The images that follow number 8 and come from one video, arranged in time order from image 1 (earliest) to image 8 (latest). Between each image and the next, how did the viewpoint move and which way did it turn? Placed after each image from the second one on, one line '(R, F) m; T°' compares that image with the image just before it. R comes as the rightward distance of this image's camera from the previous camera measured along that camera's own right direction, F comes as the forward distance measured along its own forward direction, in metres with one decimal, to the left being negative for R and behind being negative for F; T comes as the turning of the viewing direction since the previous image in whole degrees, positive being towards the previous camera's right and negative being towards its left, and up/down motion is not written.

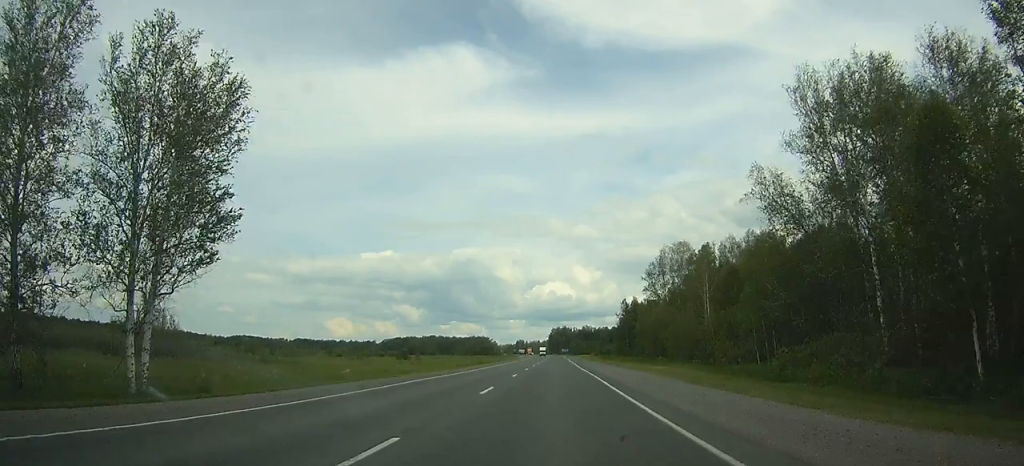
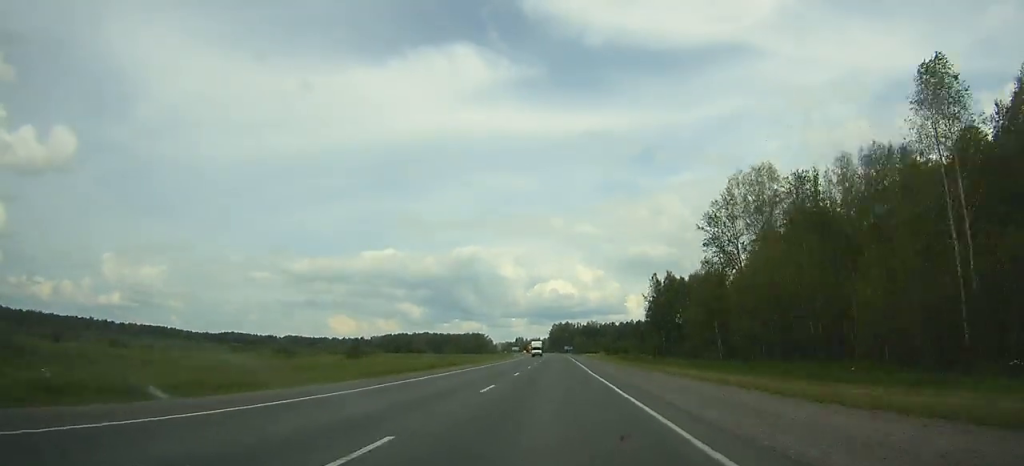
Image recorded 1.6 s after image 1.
(0.0, +46.2) m; 0°
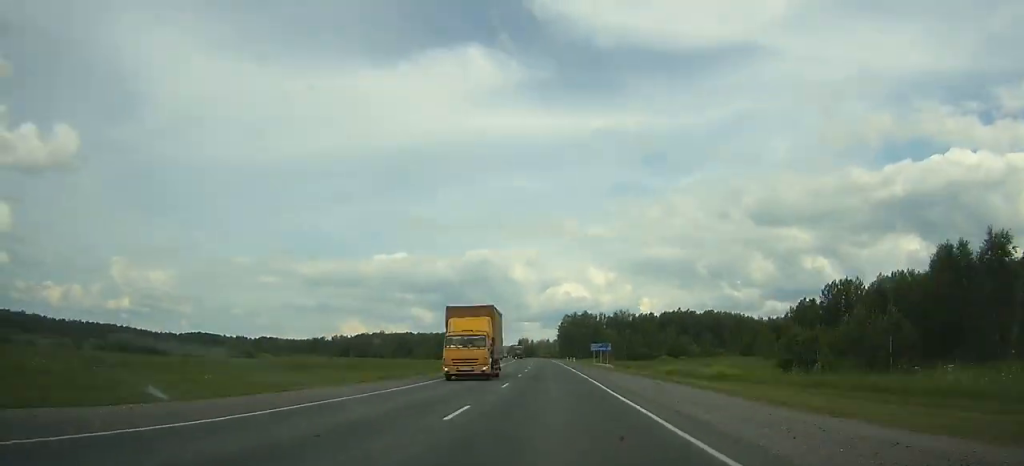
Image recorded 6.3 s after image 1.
(-2.3, +133.8) m; -2°
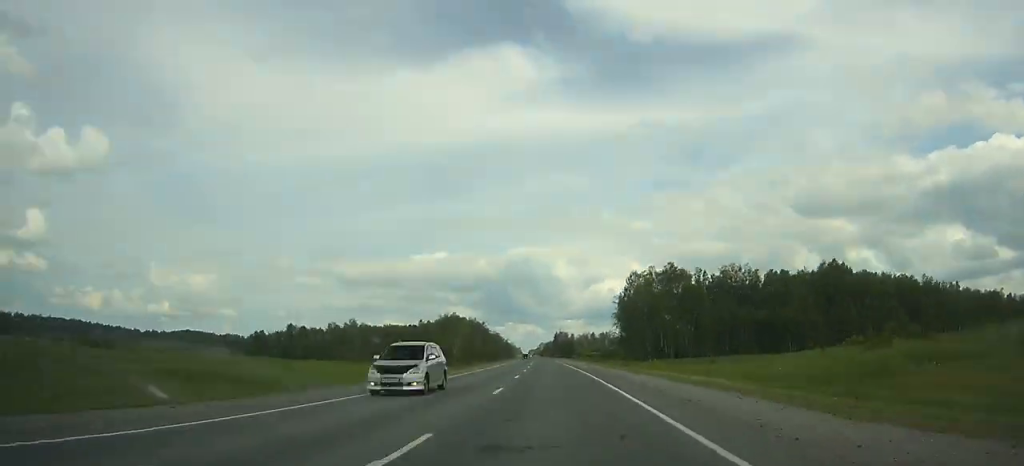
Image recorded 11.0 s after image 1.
(-2.2, +133.5) m; -3°
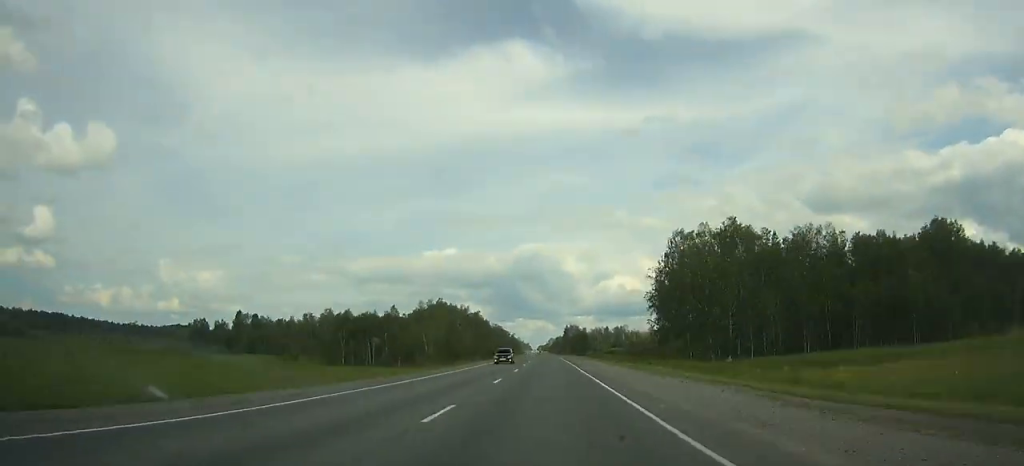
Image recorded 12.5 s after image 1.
(-0.2, +43.1) m; -1°
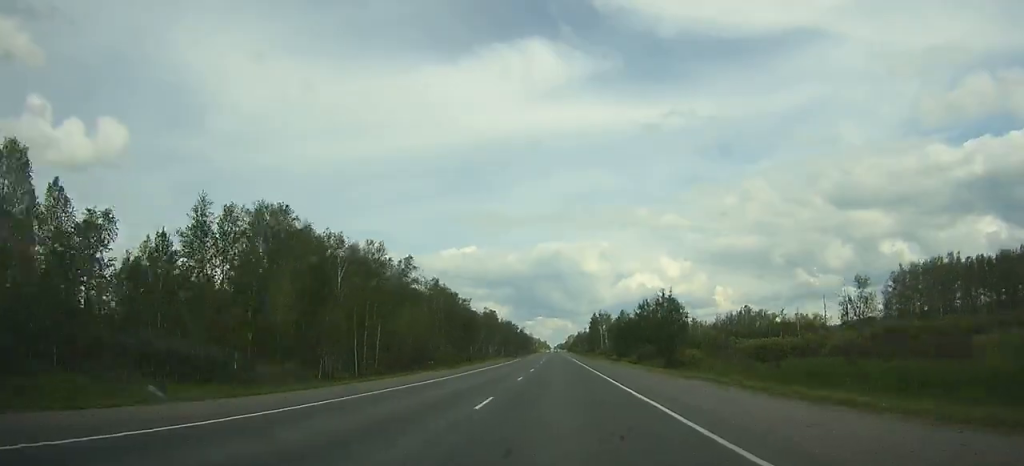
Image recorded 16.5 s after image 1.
(-2.6, +123.1) m; -1°
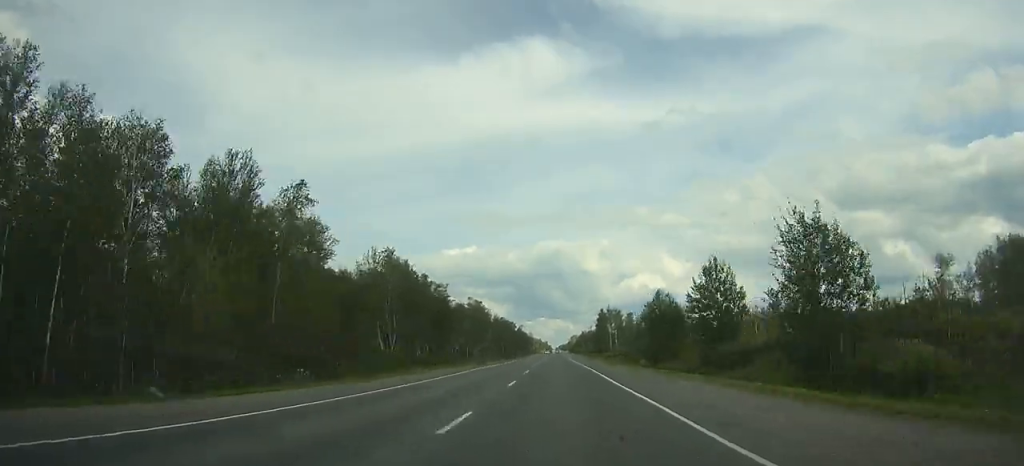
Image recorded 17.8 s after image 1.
(0.0, +40.8) m; 0°
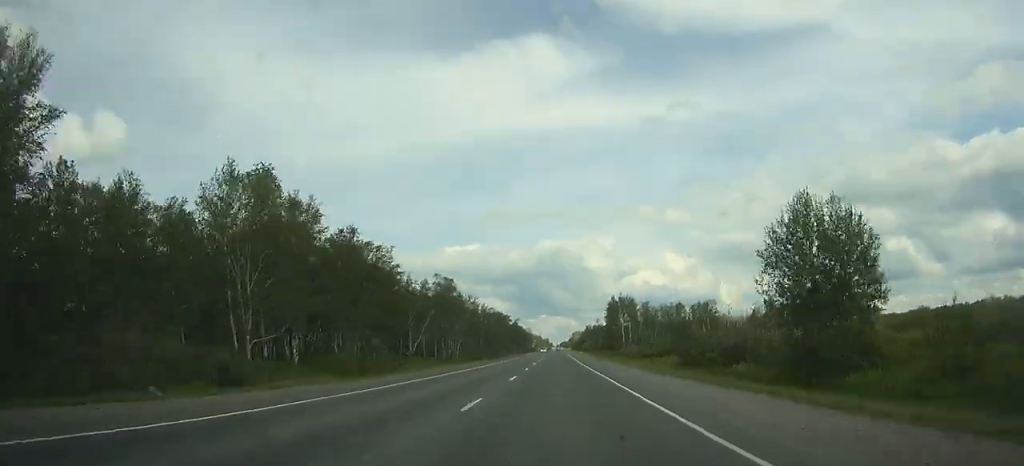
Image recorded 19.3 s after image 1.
(-0.1, +47.1) m; 0°
